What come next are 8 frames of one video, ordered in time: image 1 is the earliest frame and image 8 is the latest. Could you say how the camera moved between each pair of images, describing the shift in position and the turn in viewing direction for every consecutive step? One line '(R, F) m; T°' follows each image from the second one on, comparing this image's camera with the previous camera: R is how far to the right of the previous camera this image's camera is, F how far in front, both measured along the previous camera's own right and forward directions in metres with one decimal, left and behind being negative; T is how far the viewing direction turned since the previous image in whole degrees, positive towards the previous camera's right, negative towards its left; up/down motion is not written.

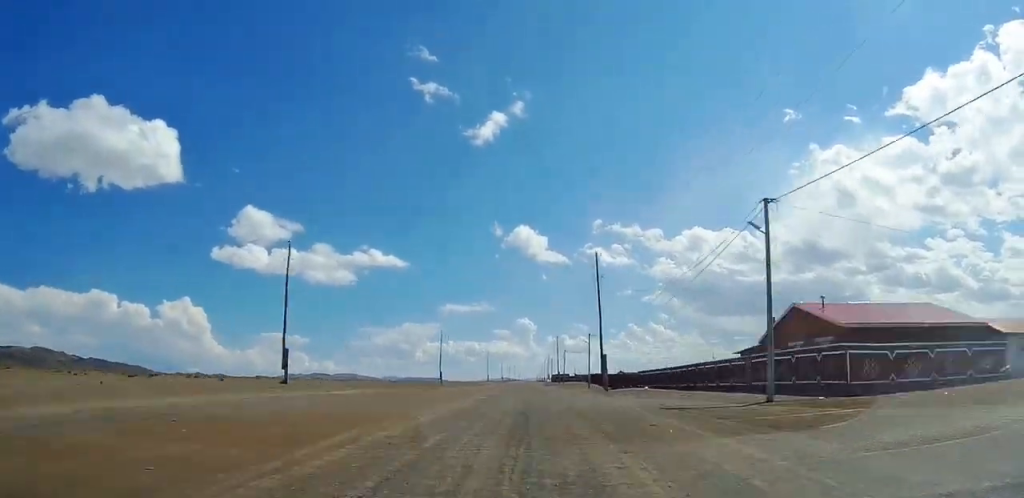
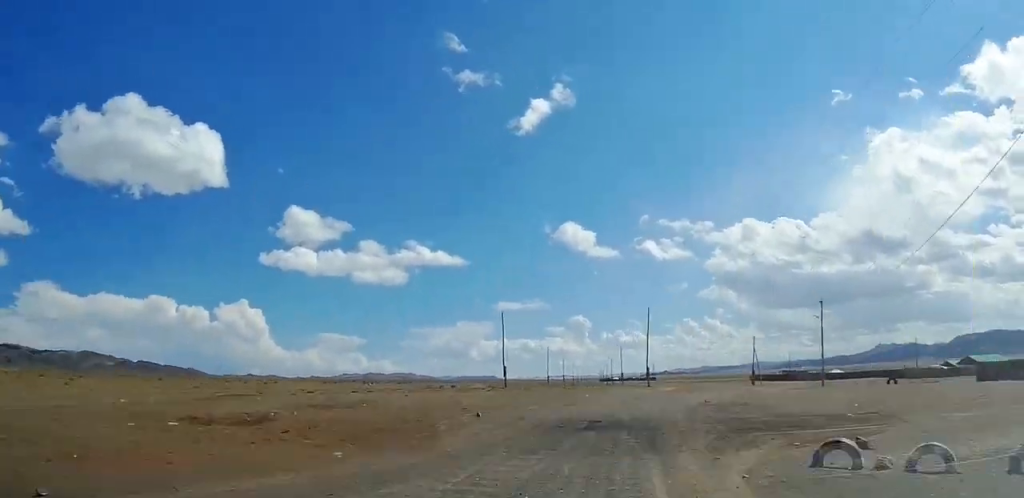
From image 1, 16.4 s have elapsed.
(+10.3, +192.3) m; +6°
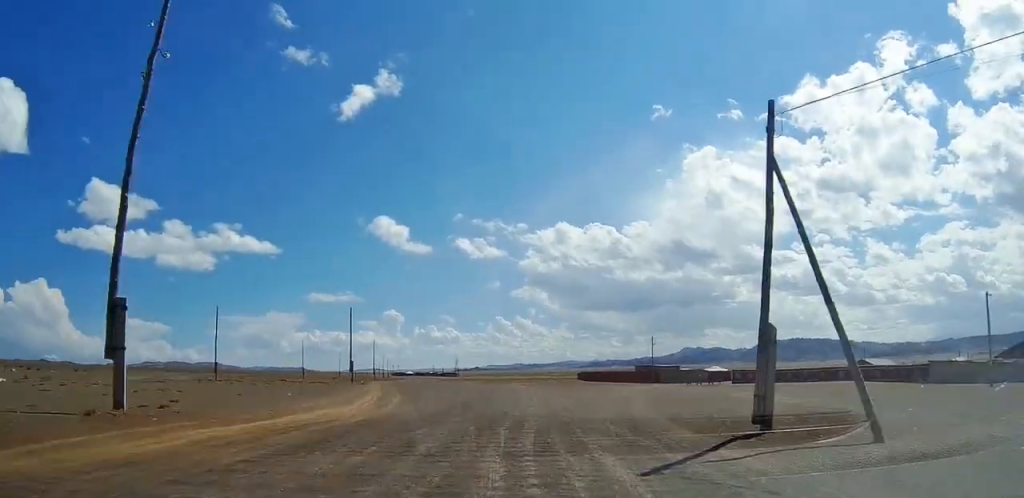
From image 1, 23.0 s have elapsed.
(-0.2, +76.1) m; -2°
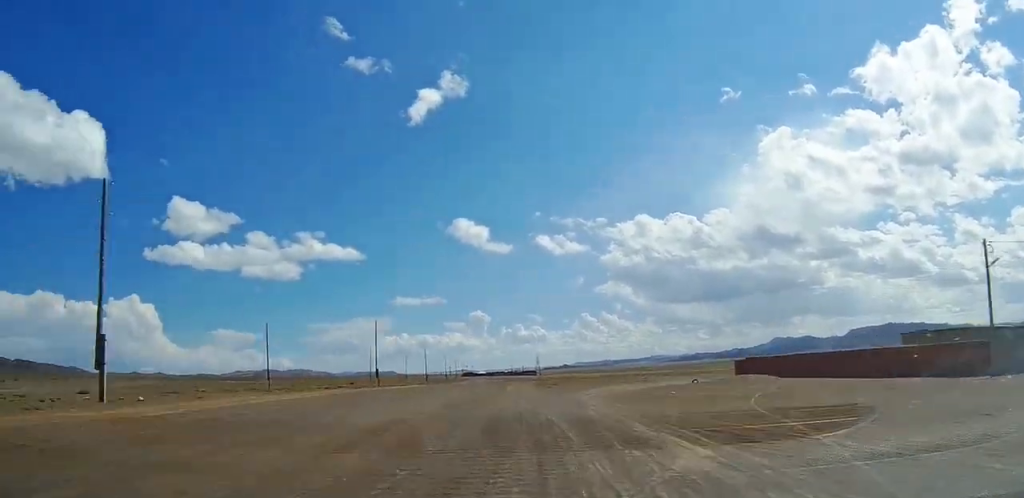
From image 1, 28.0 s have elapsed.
(+0.9, +56.6) m; -2°
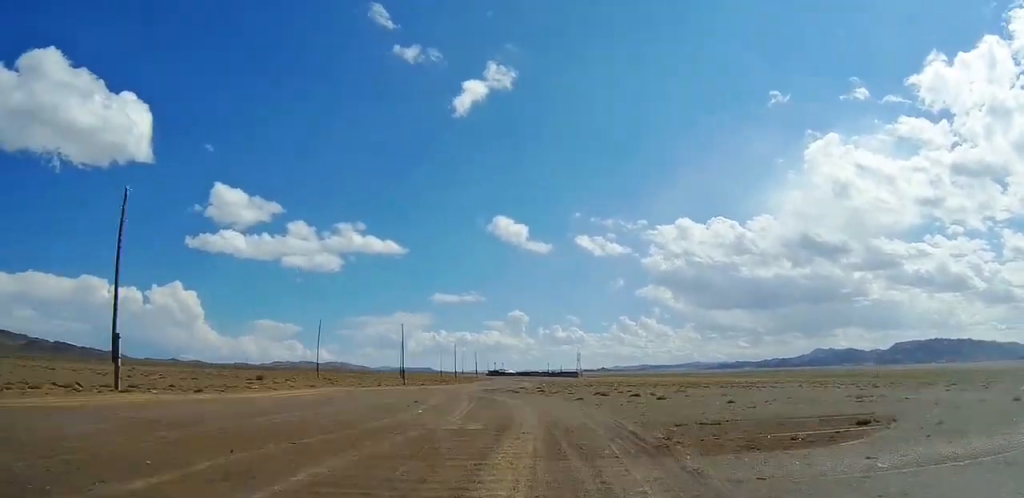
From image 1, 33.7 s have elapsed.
(-3.8, +60.9) m; -2°
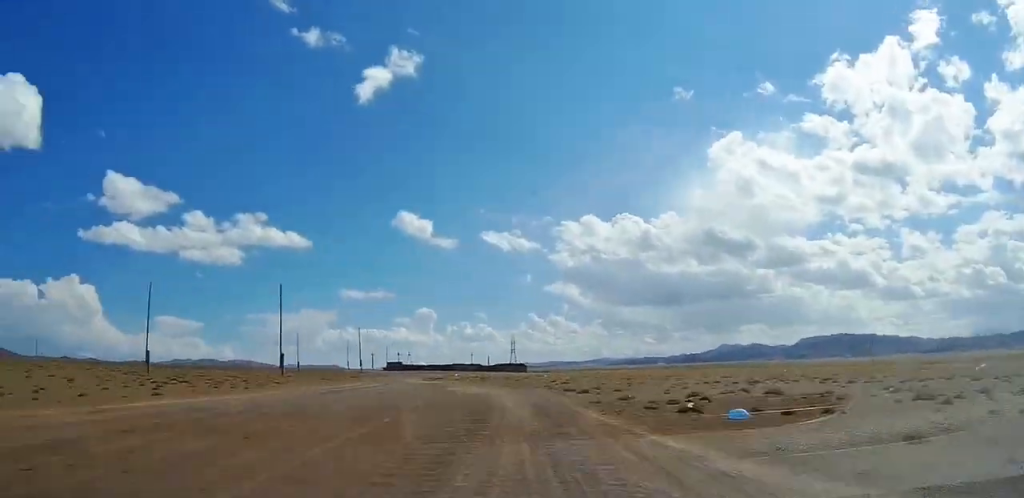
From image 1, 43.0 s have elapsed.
(-2.2, +94.6) m; -6°
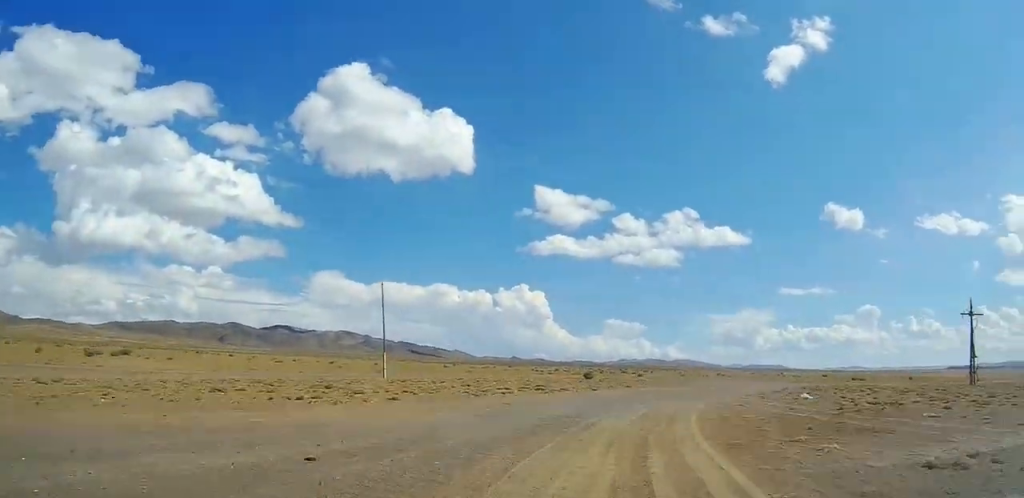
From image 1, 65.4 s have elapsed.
(-23.0, +167.6) m; -11°
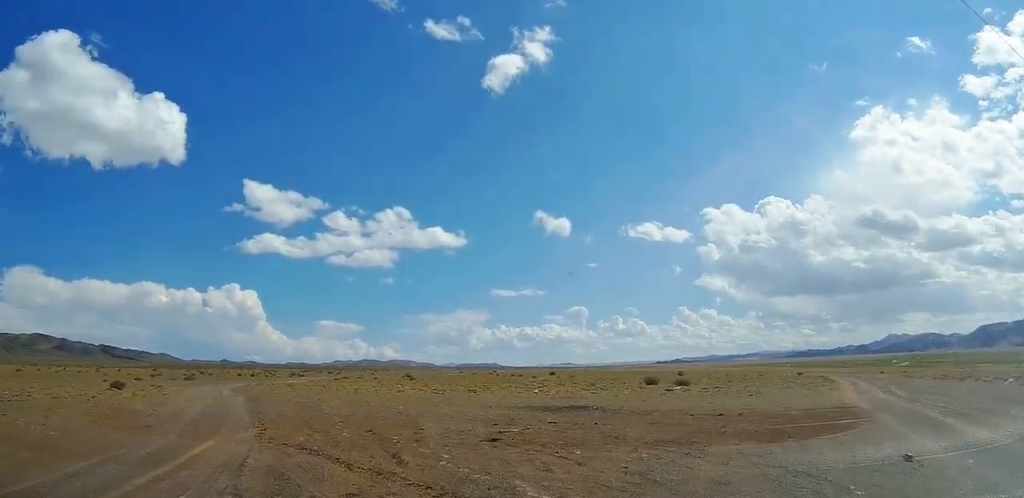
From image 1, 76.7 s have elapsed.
(-0.3, +50.5) m; -6°
